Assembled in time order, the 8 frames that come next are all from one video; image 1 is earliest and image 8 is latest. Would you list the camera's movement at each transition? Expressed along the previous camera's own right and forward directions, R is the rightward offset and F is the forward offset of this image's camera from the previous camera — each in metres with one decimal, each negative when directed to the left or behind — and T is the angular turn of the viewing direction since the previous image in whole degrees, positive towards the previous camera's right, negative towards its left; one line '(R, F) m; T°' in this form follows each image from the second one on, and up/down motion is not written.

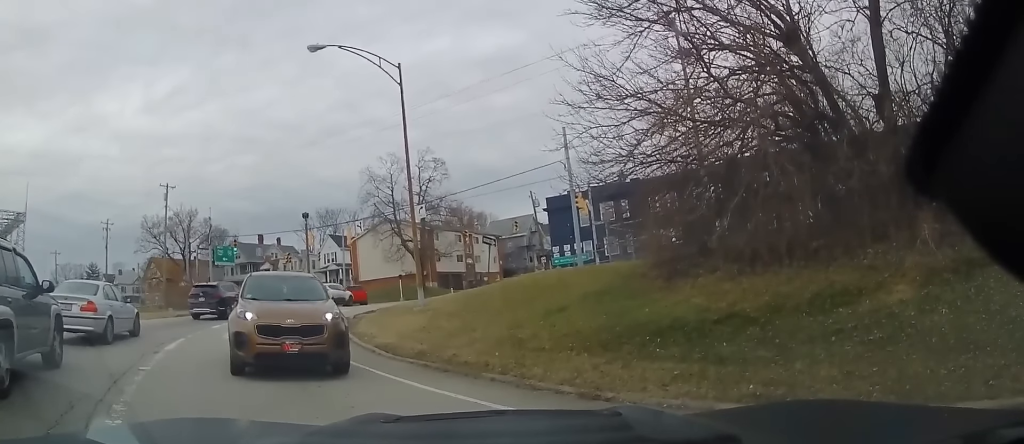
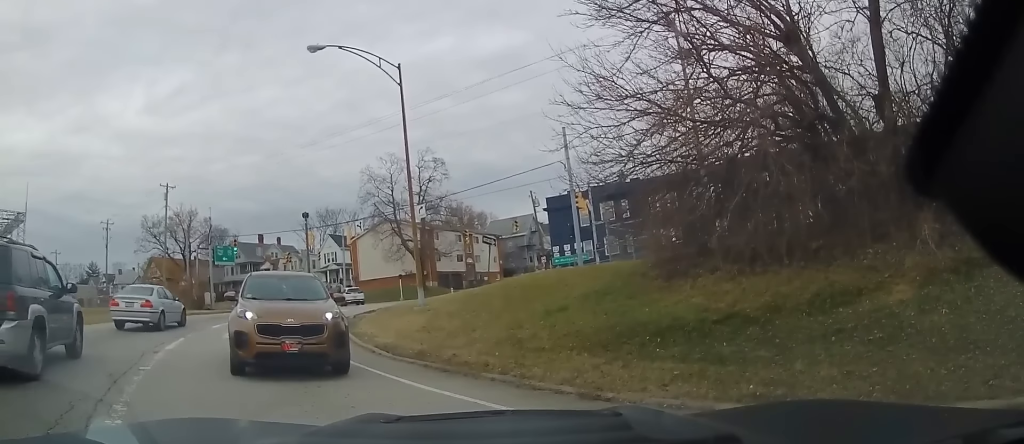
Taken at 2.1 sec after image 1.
(0.0, 0.0) m; 0°
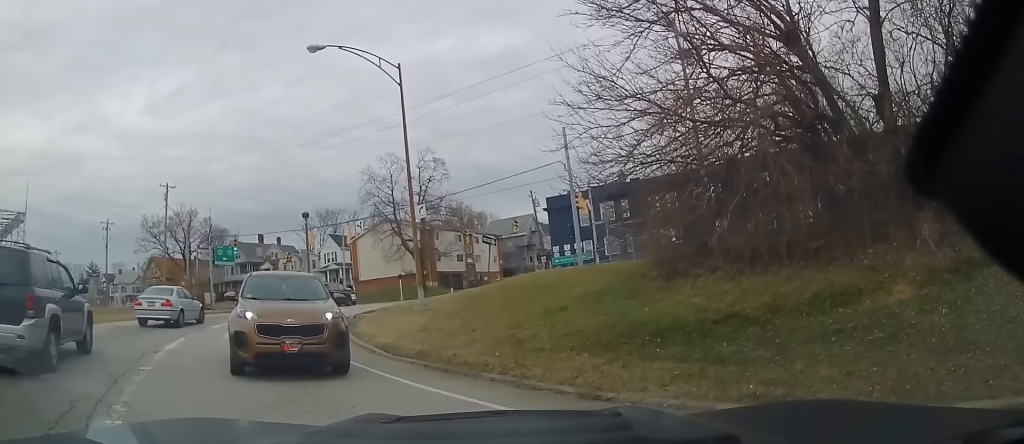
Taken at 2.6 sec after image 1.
(0.0, 0.0) m; 0°
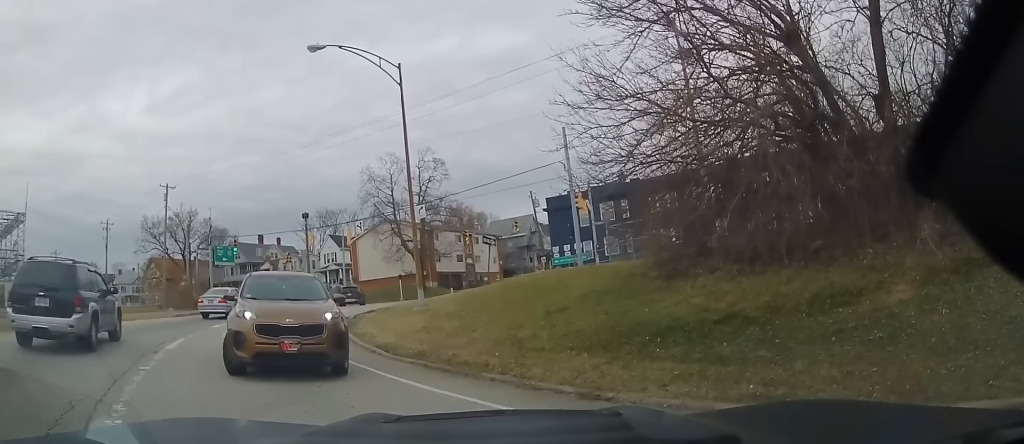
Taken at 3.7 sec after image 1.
(0.0, +0.3) m; 0°
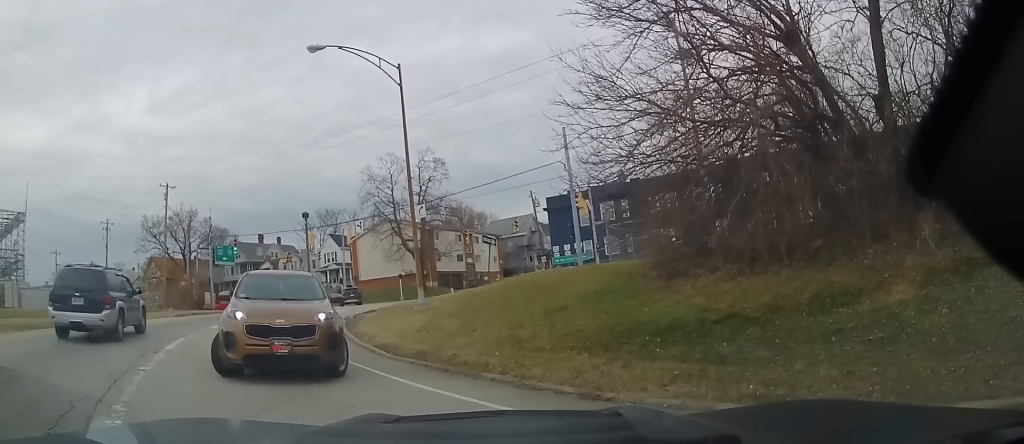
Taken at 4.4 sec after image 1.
(0.0, 0.0) m; 0°
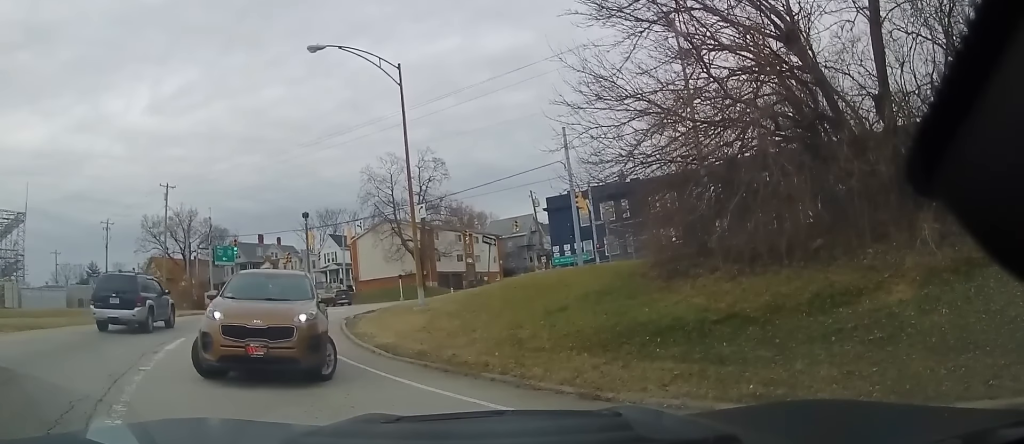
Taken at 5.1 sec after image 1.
(0.0, 0.0) m; 0°
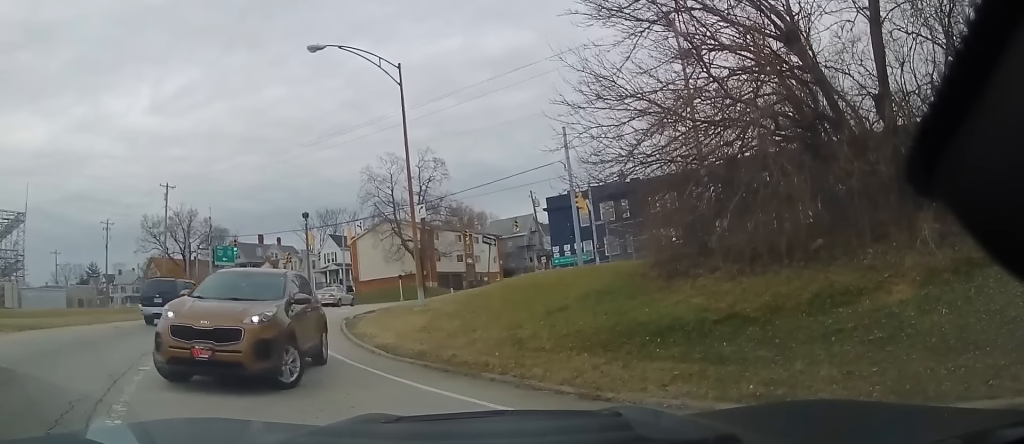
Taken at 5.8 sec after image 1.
(0.0, 0.0) m; 0°
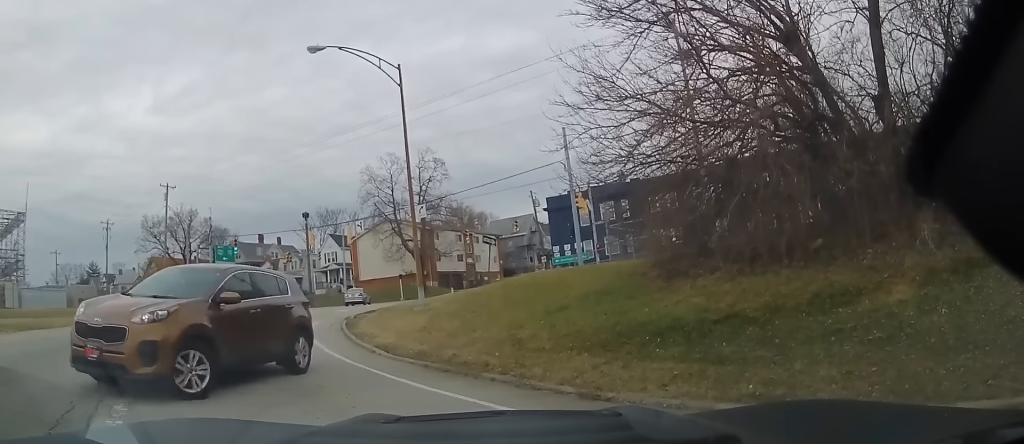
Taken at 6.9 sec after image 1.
(0.0, 0.0) m; 0°
